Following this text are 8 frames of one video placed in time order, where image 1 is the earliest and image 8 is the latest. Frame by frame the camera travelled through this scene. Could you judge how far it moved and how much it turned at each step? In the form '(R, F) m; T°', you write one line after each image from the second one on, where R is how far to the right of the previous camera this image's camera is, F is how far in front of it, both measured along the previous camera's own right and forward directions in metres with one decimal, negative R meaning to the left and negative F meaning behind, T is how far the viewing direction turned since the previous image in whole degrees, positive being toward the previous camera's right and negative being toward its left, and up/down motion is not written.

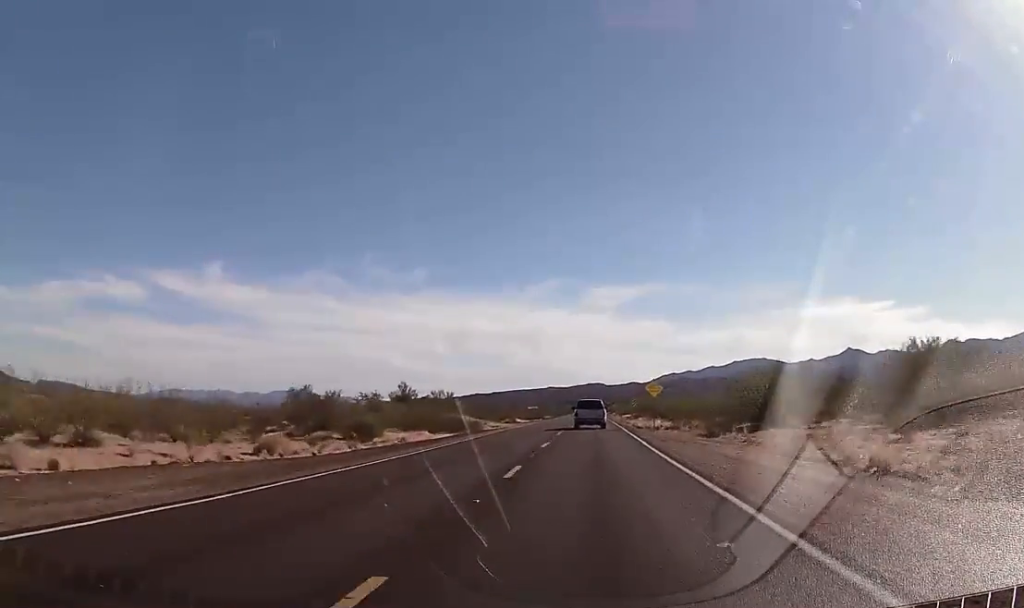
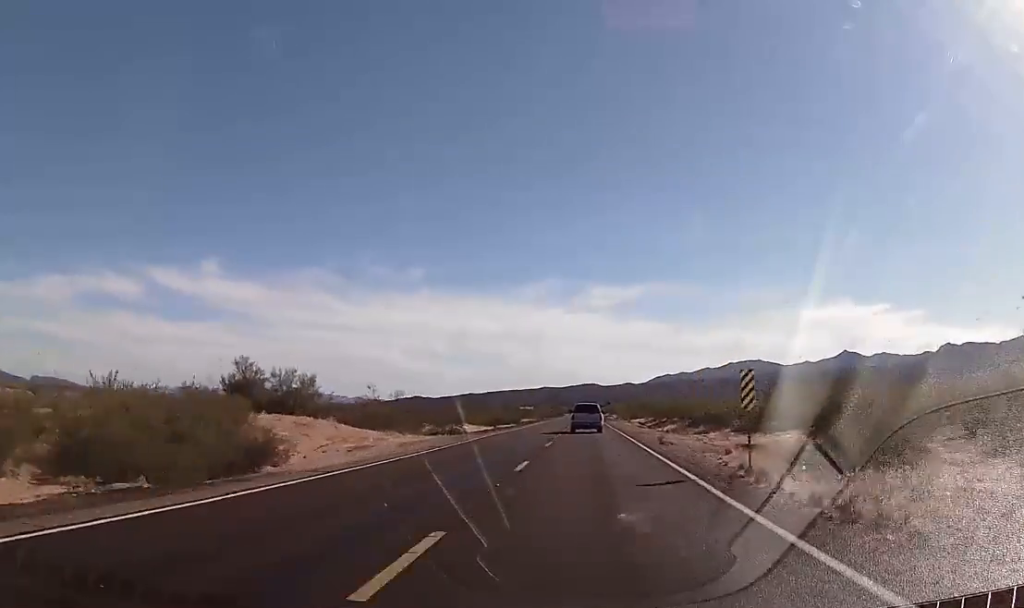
(+0.4, +46.4) m; 0°
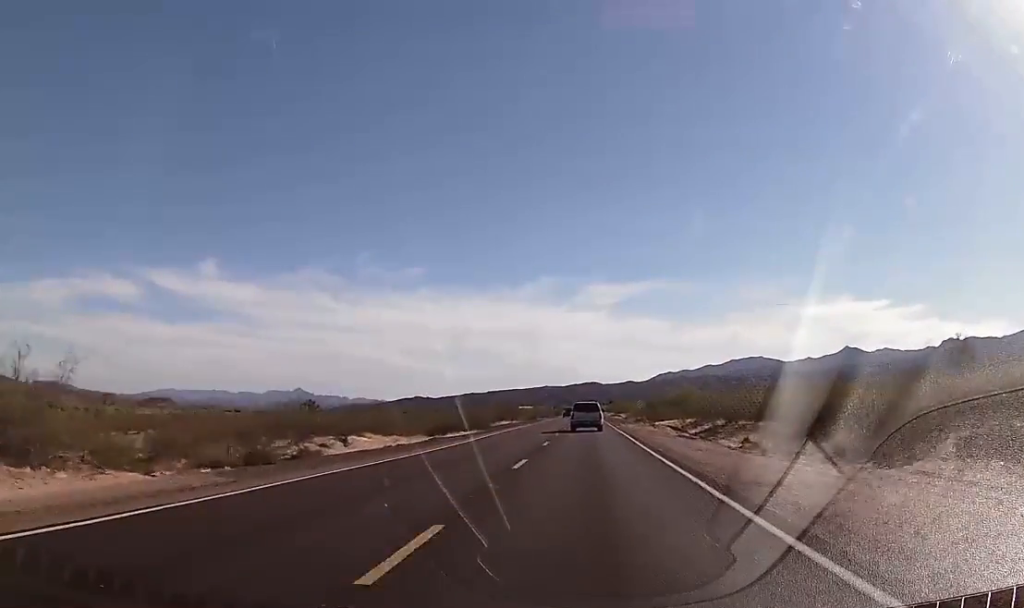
(-0.4, +37.3) m; -1°
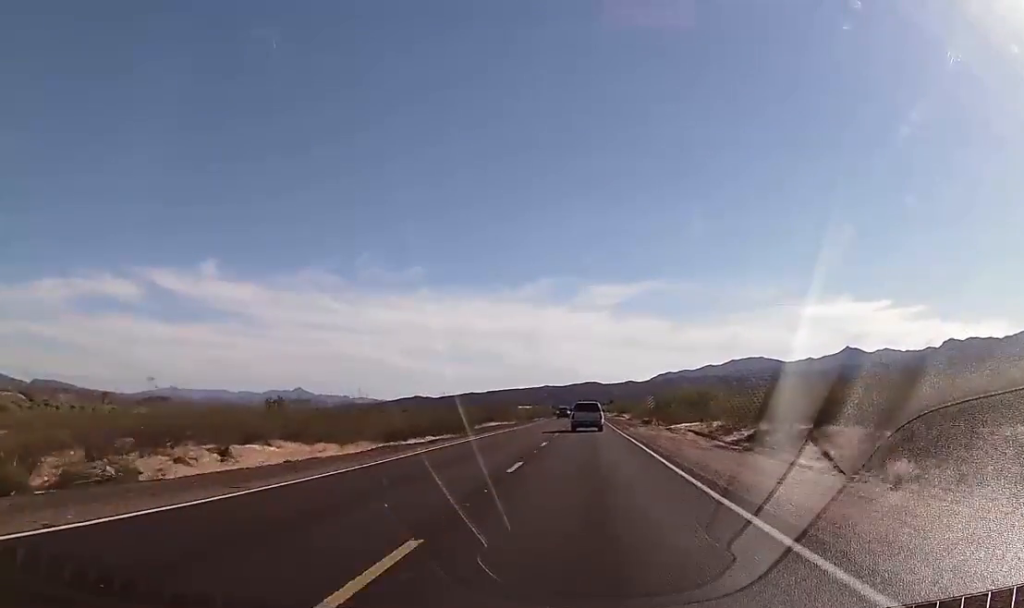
(0.0, +13.3) m; 0°
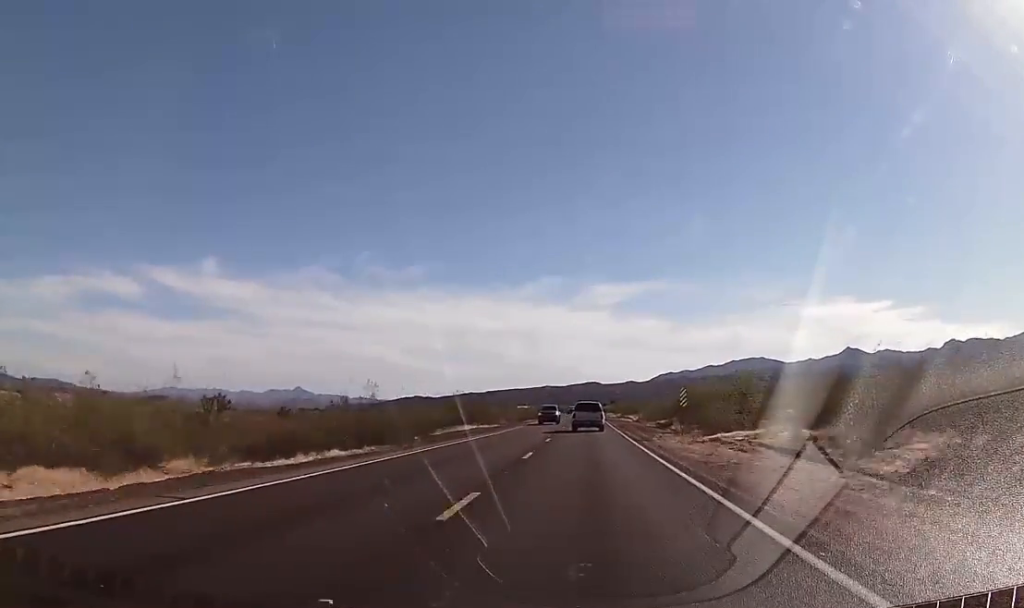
(0.0, +19.8) m; +1°
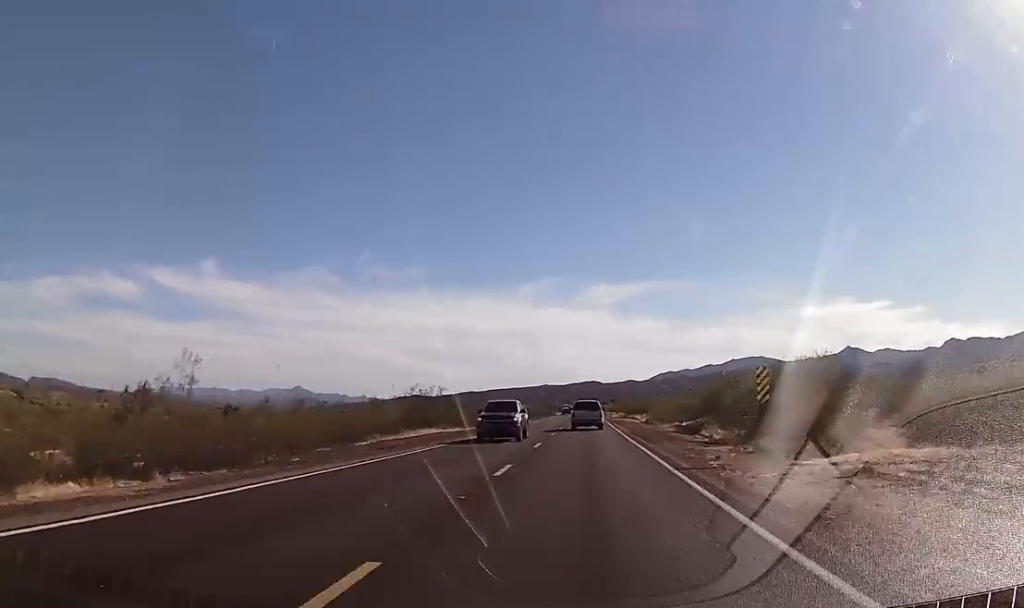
(+0.1, +17.9) m; 0°
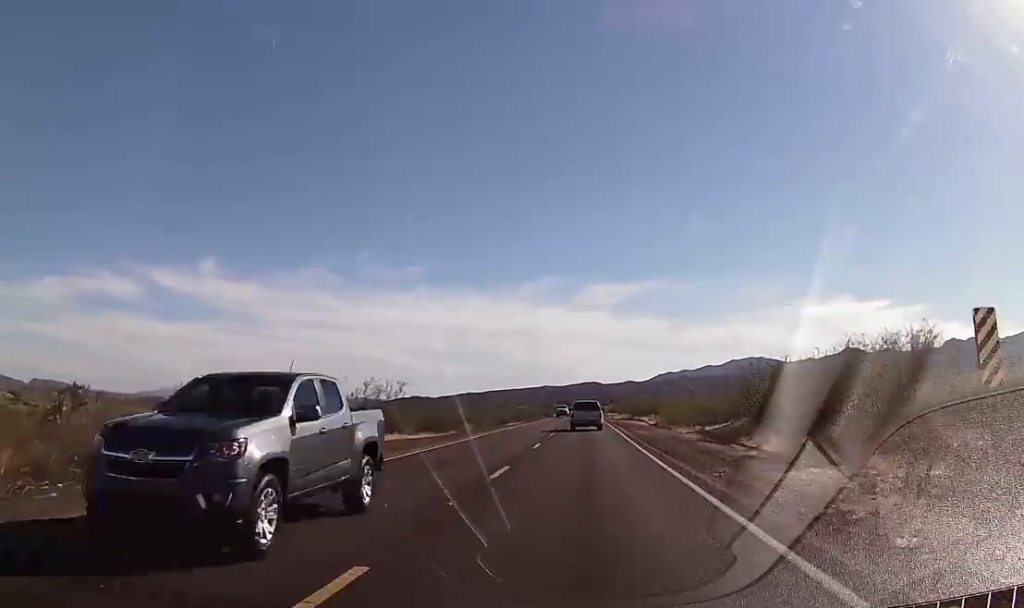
(+0.2, +12.3) m; 0°
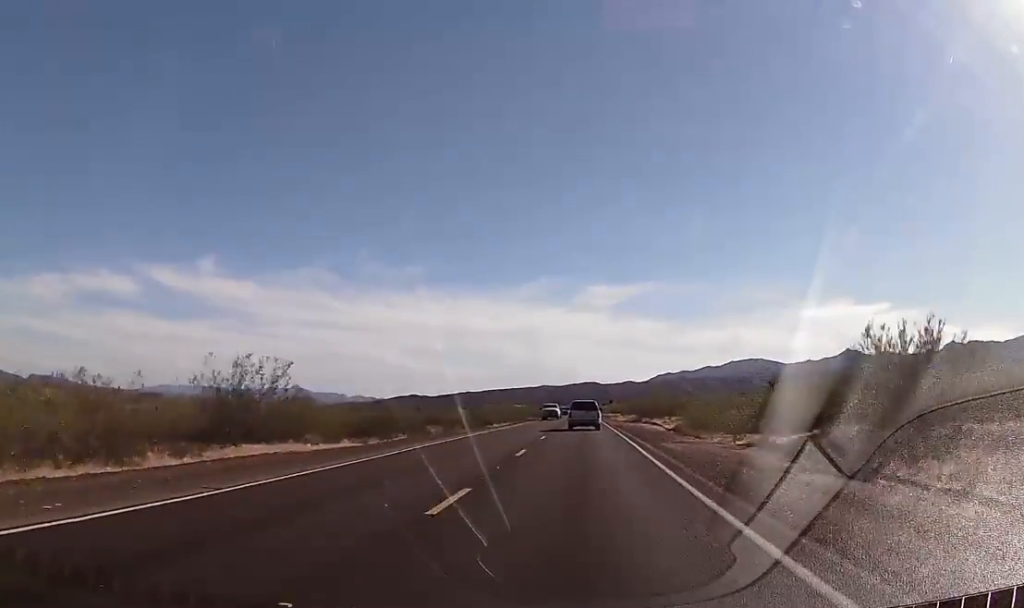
(-0.1, +17.9) m; 0°
